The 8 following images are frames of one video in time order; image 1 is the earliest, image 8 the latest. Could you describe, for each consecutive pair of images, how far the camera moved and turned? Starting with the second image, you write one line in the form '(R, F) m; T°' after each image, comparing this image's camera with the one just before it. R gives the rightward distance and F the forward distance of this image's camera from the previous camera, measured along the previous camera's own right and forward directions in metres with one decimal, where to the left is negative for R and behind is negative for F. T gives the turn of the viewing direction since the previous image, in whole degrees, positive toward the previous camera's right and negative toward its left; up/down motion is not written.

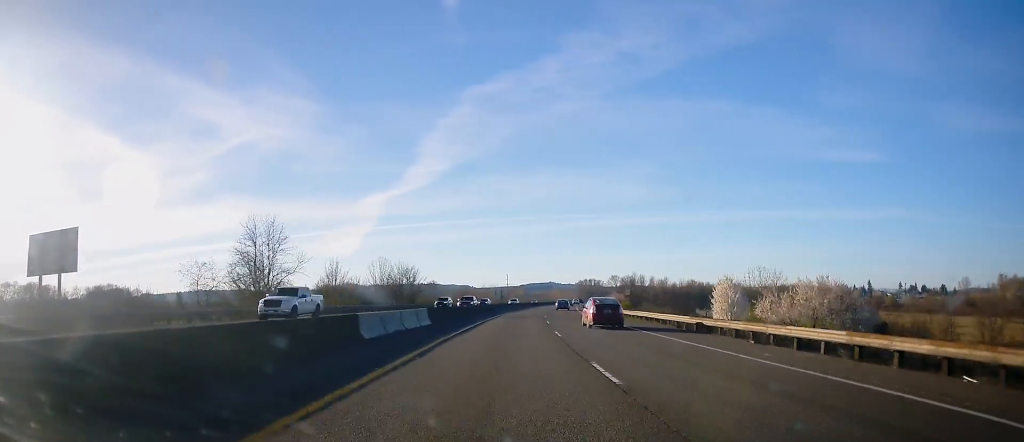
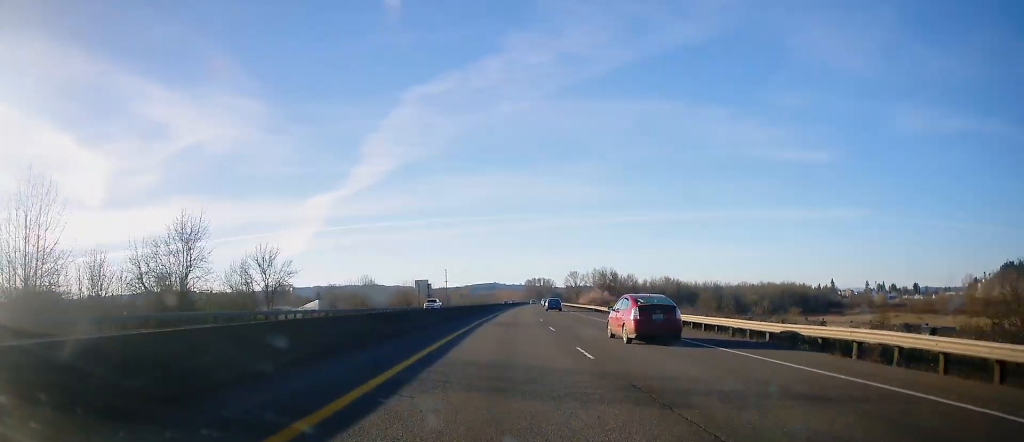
(+3.2, +68.5) m; +5°
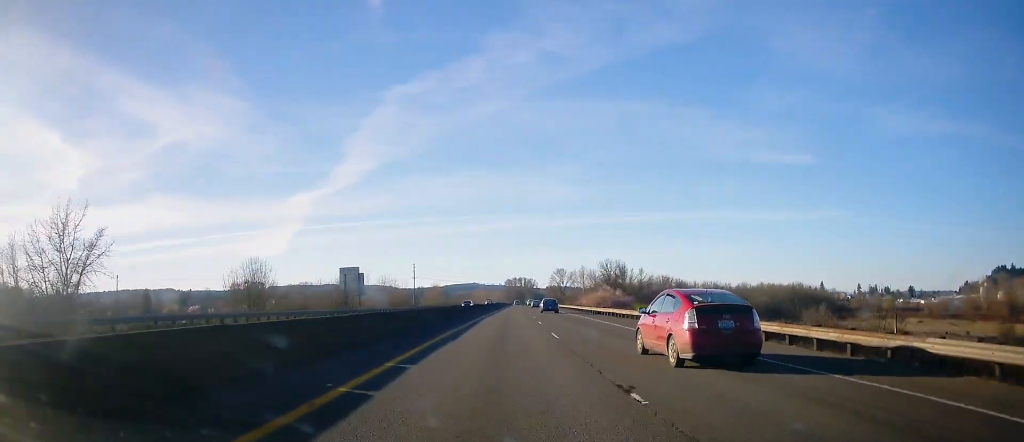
(+1.1, +42.1) m; +2°
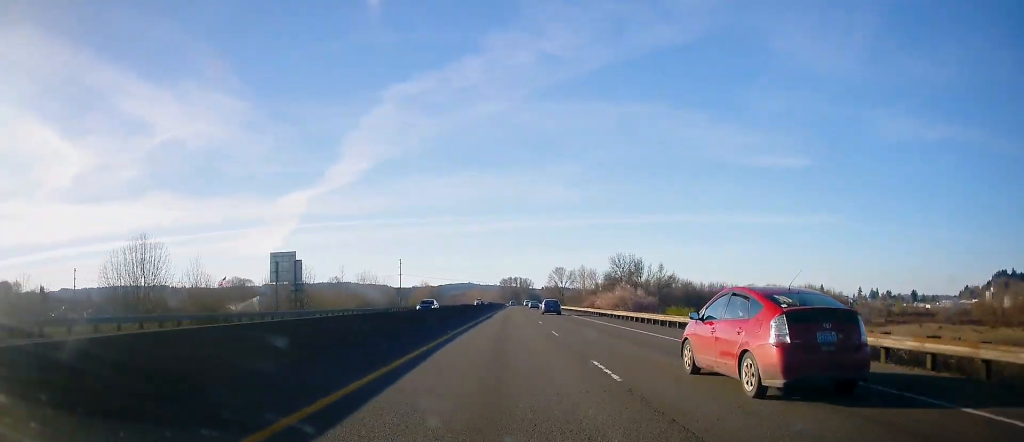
(+0.1, +23.3) m; +1°
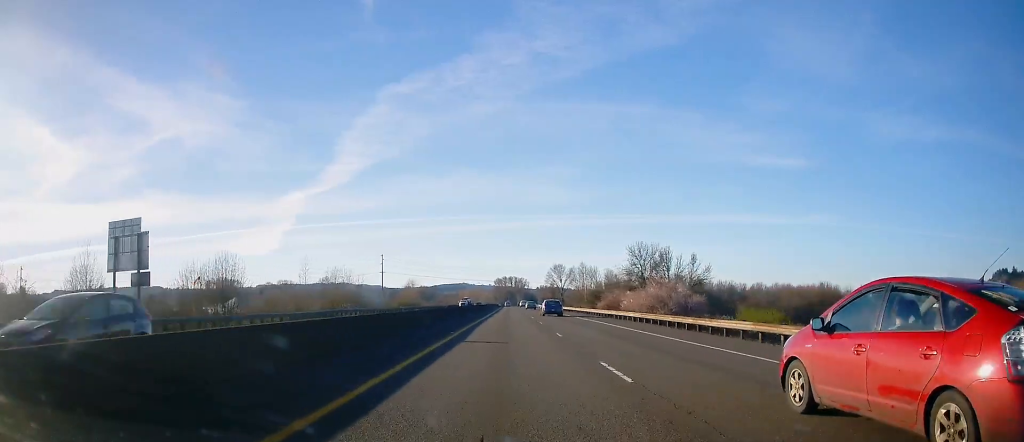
(-0.1, +24.4) m; 0°
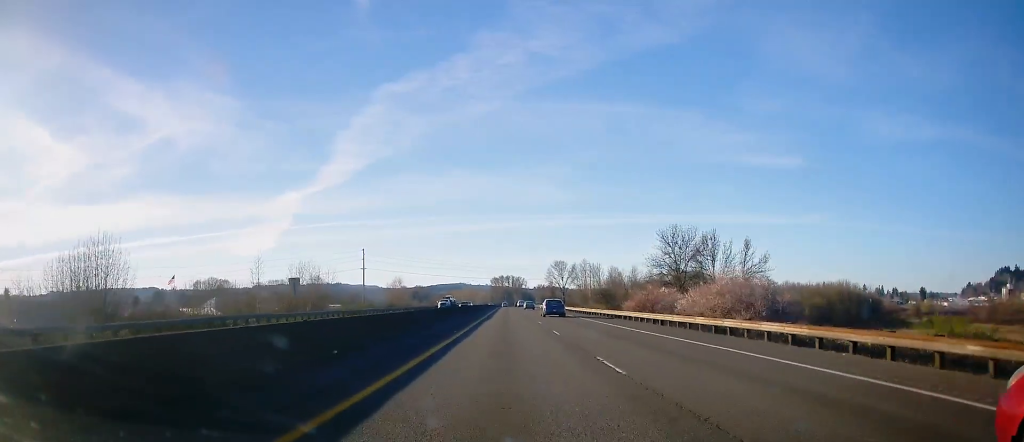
(+0.4, +23.3) m; +1°
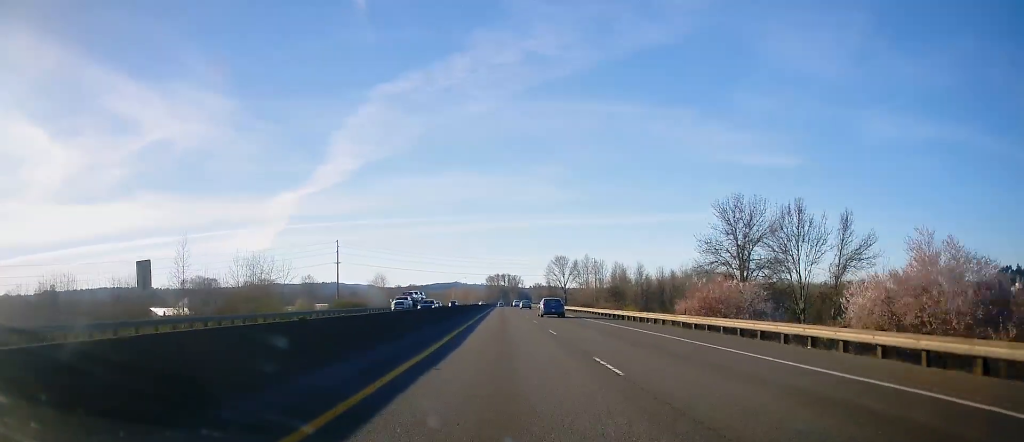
(0.0, +24.5) m; 0°
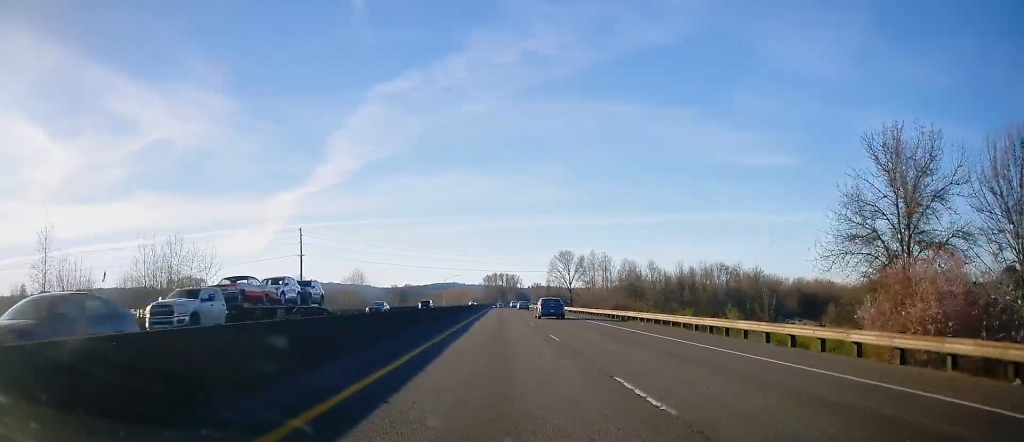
(0.0, +27.9) m; 0°
